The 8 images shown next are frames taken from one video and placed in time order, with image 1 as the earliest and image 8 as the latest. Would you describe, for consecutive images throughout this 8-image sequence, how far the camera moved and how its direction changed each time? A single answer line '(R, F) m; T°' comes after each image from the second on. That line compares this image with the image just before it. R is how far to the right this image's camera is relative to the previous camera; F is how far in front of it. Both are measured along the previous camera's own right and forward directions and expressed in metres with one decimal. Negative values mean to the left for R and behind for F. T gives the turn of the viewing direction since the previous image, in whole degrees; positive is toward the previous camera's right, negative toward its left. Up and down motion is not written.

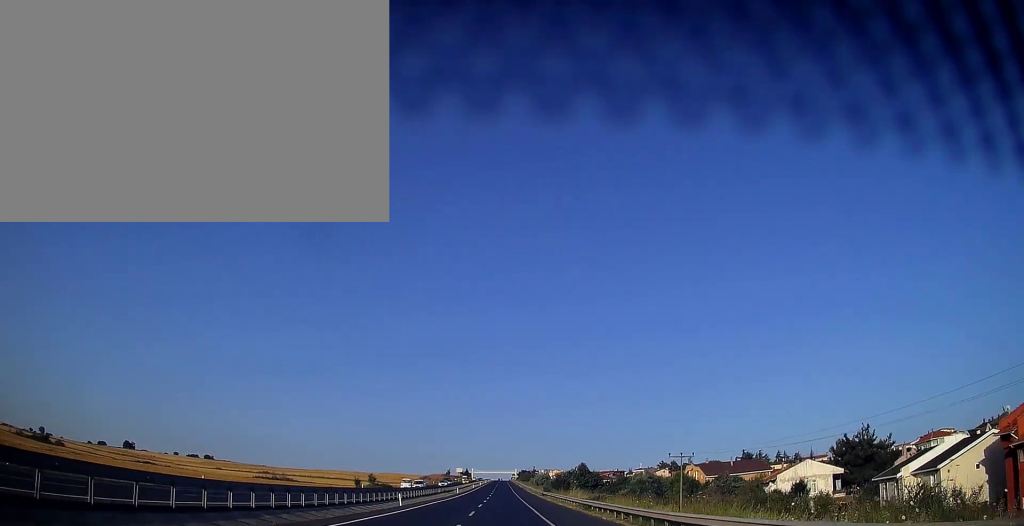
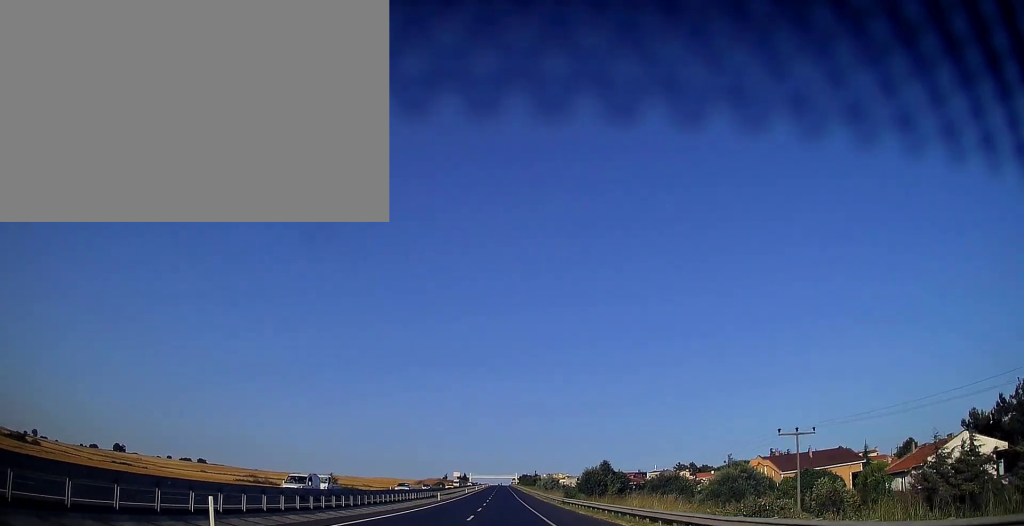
(0.0, +27.2) m; 0°
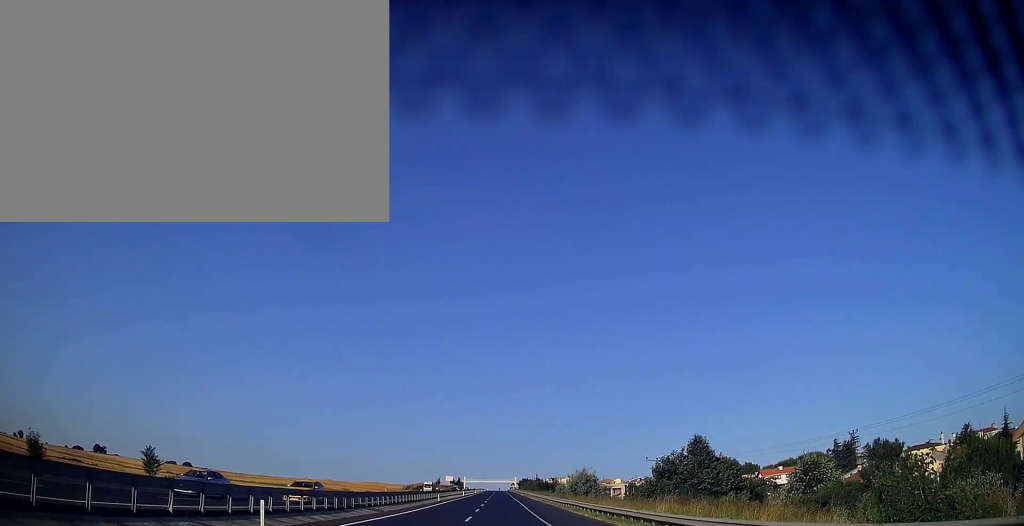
(+0.2, +46.2) m; 0°
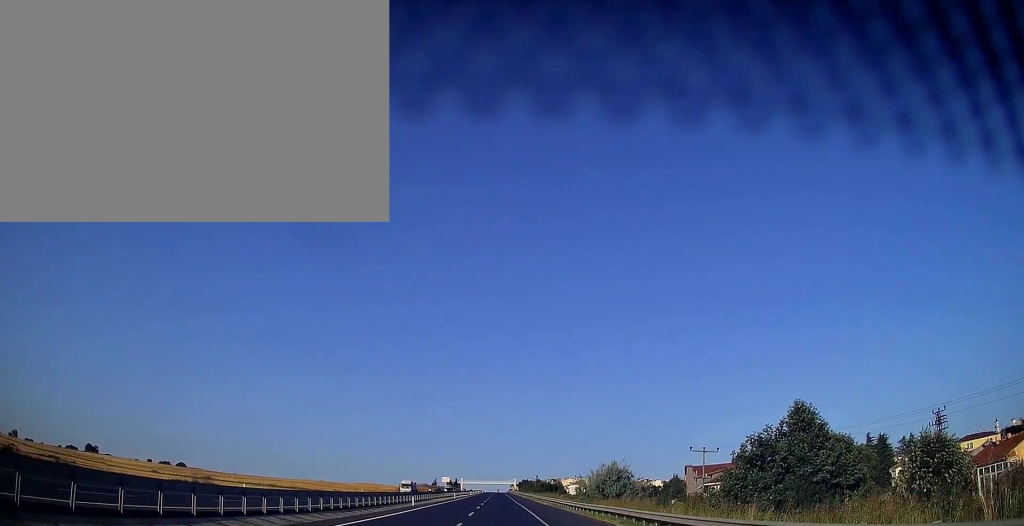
(0.0, +19.4) m; 0°
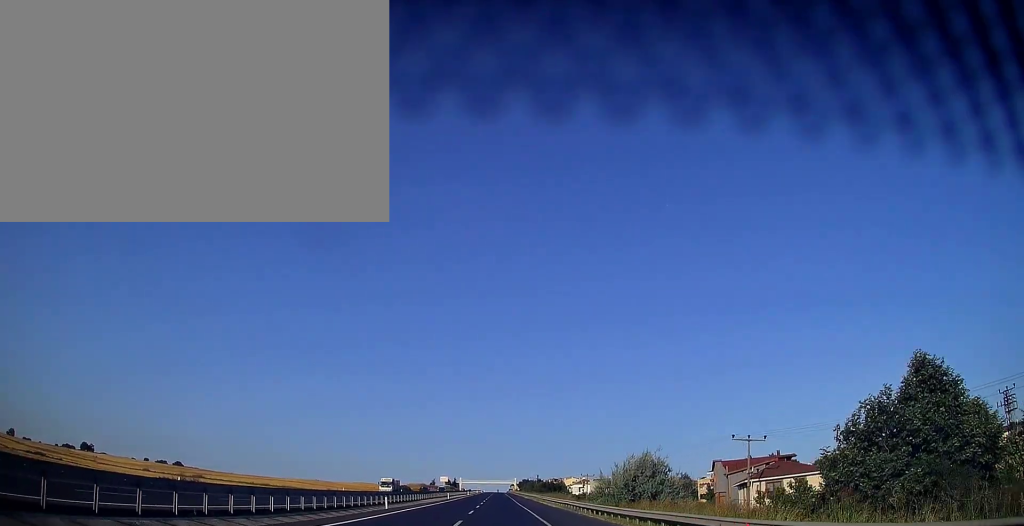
(0.0, +11.1) m; 0°
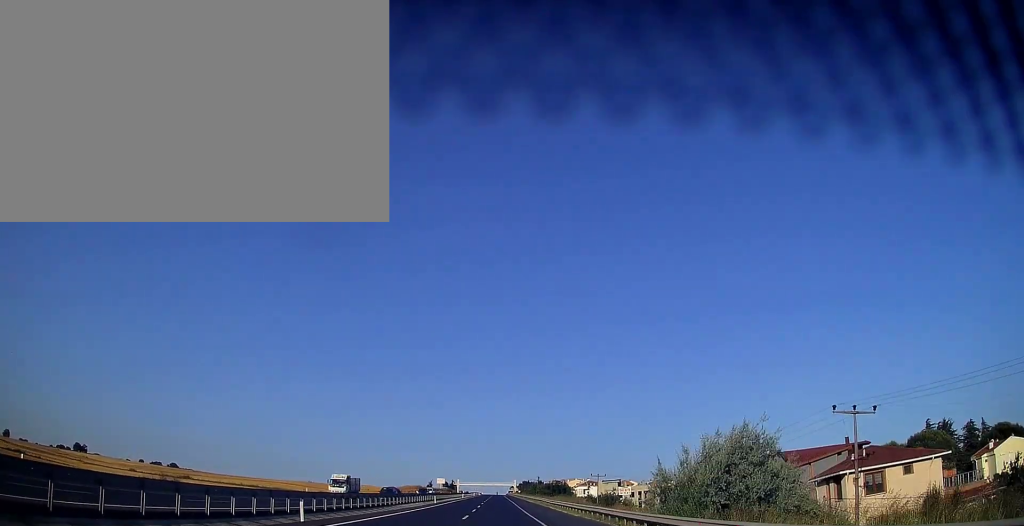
(0.0, +14.7) m; 0°
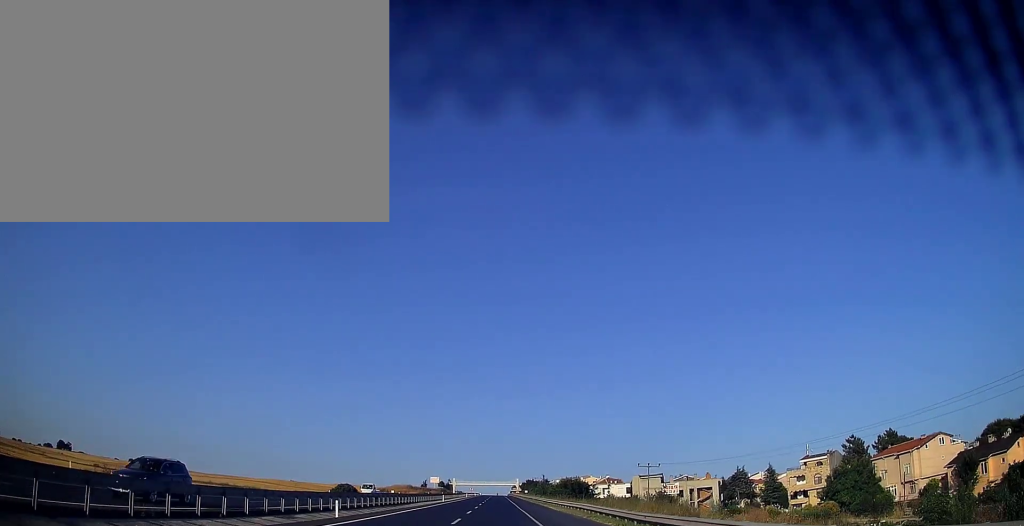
(0.0, +41.4) m; 0°
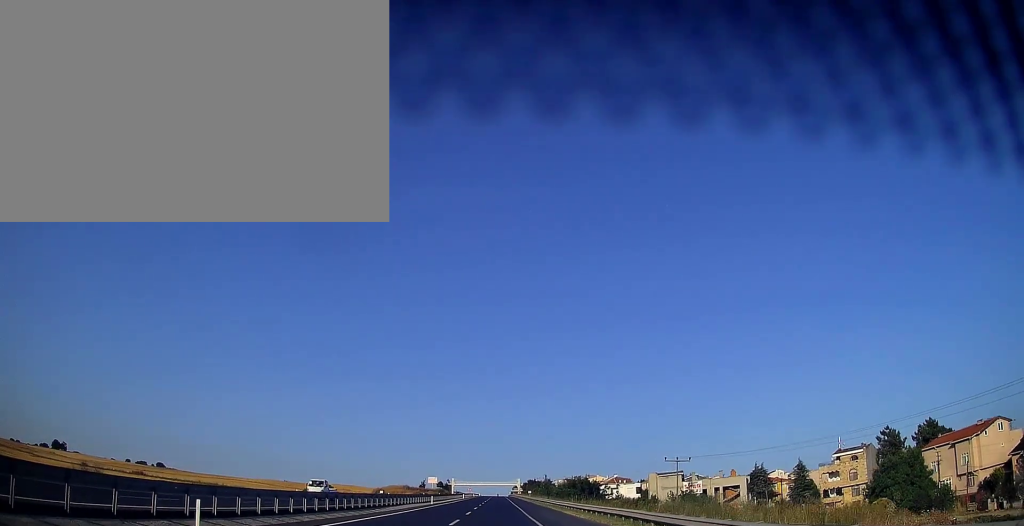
(0.0, +11.8) m; 0°
